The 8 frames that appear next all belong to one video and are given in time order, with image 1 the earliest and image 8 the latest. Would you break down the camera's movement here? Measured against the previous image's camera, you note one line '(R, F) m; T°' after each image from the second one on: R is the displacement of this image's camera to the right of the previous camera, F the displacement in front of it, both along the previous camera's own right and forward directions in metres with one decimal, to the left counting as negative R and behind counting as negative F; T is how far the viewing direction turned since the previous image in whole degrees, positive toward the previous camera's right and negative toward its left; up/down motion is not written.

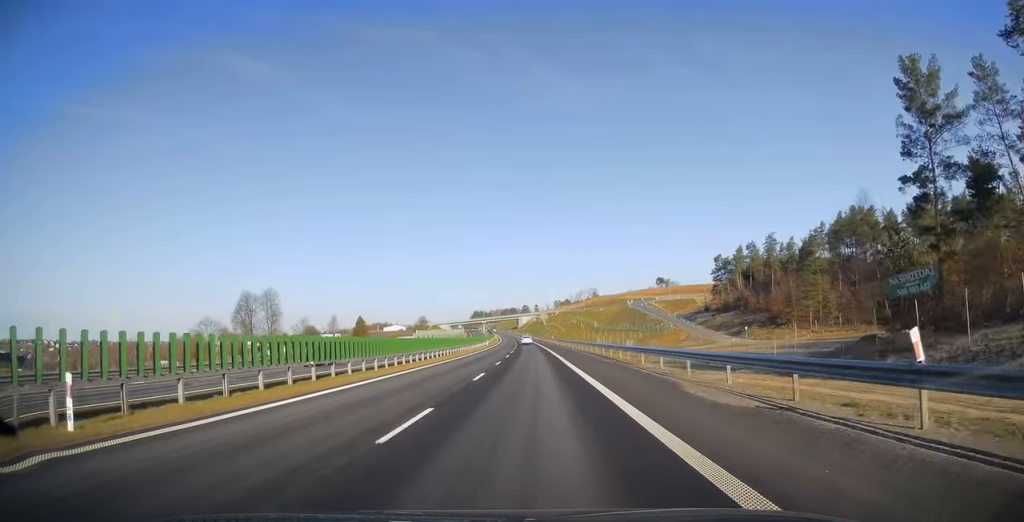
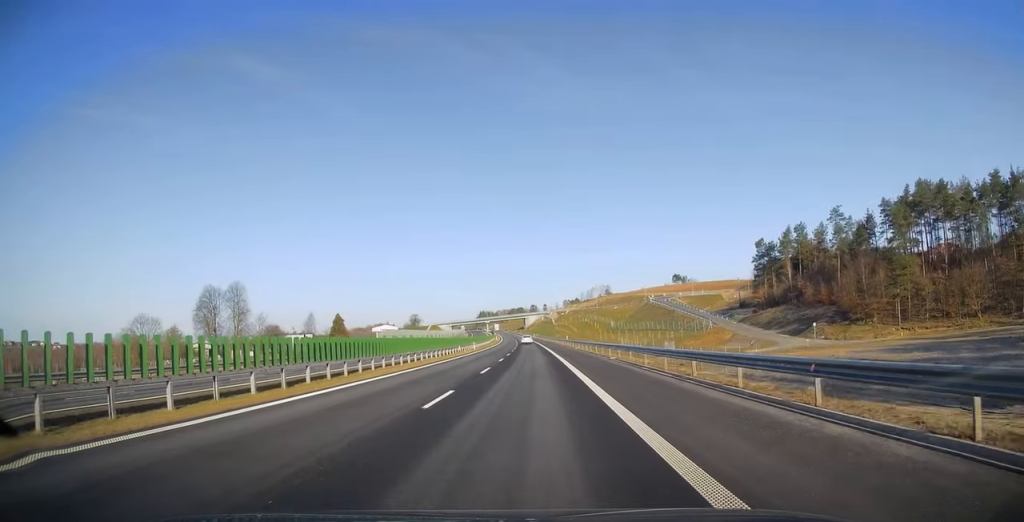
(-0.3, +31.8) m; -1°
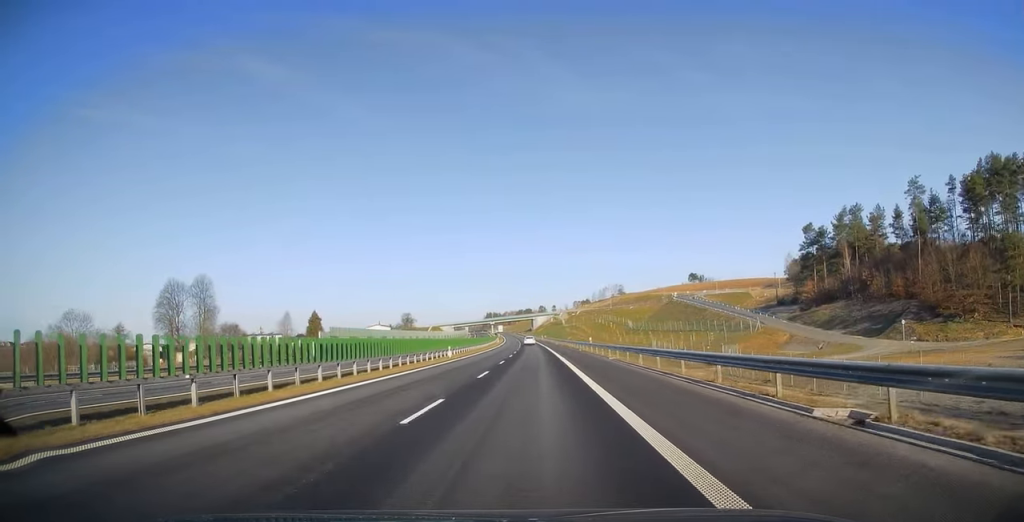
(-0.1, +26.0) m; -1°
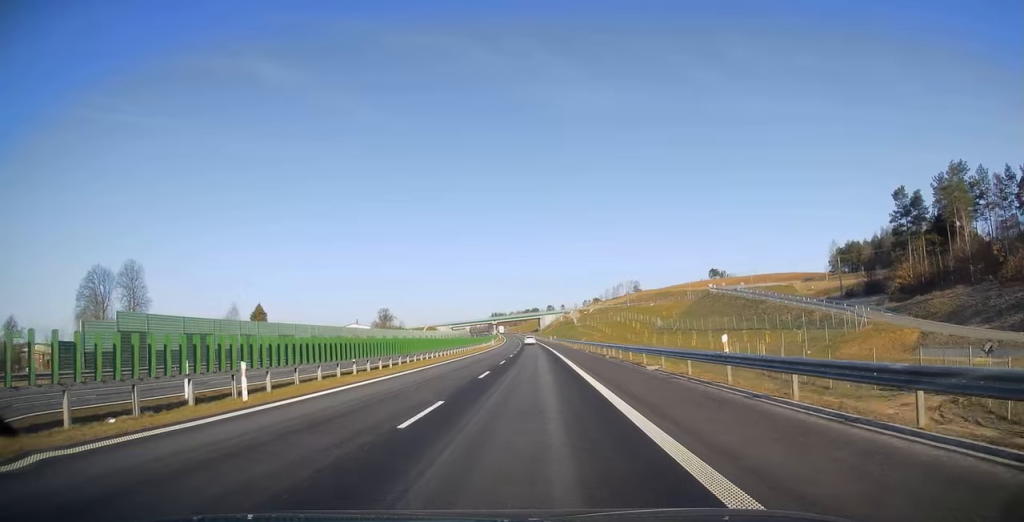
(-0.4, +36.4) m; -1°
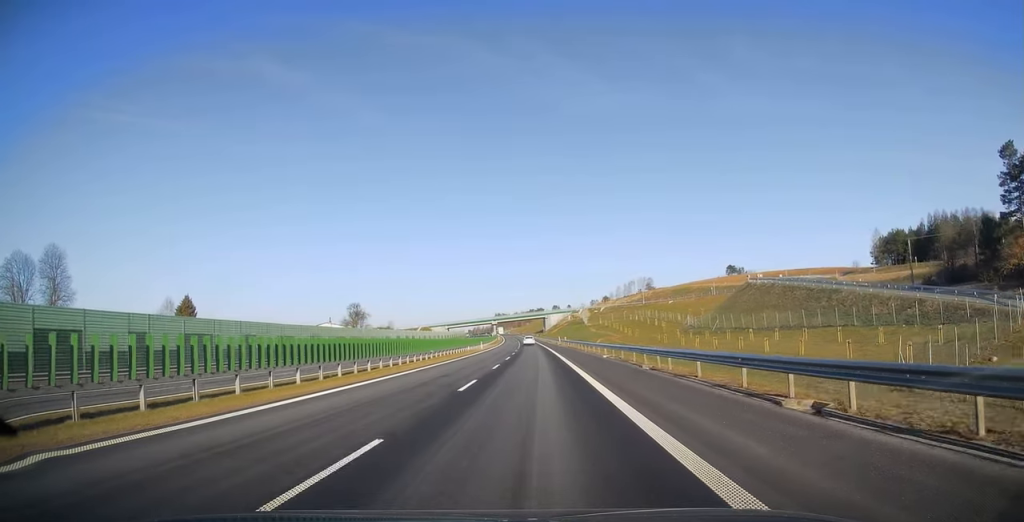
(0.0, +29.1) m; -1°
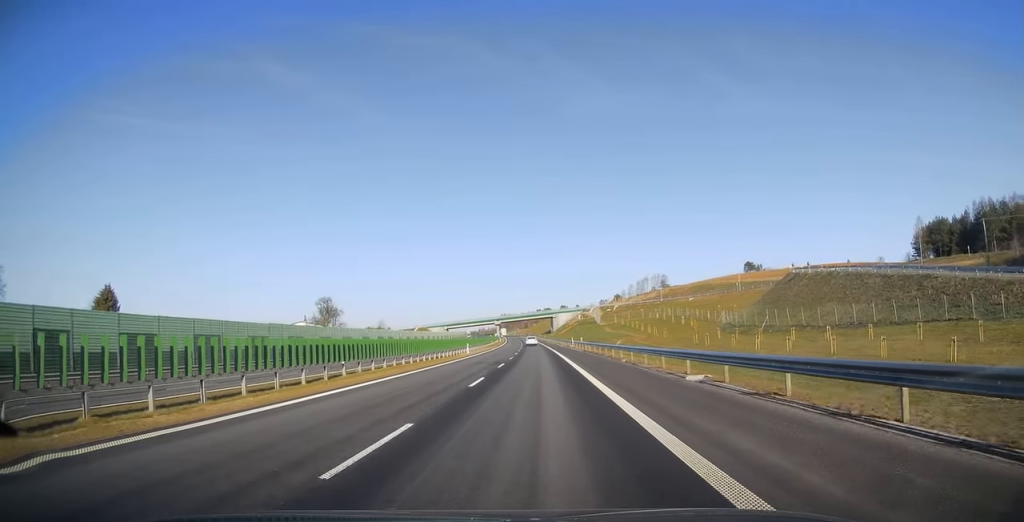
(-0.2, +22.2) m; -1°
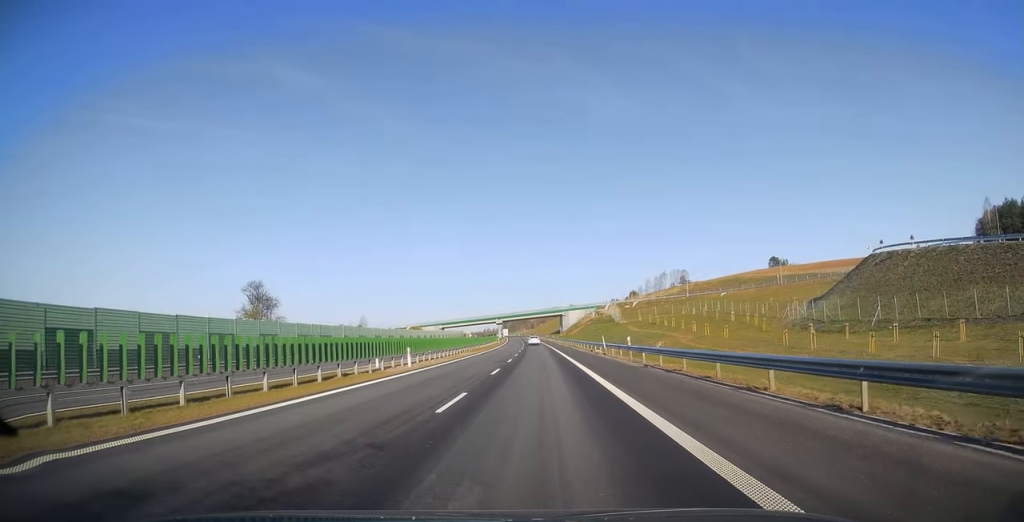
(-0.2, +30.4) m; 0°
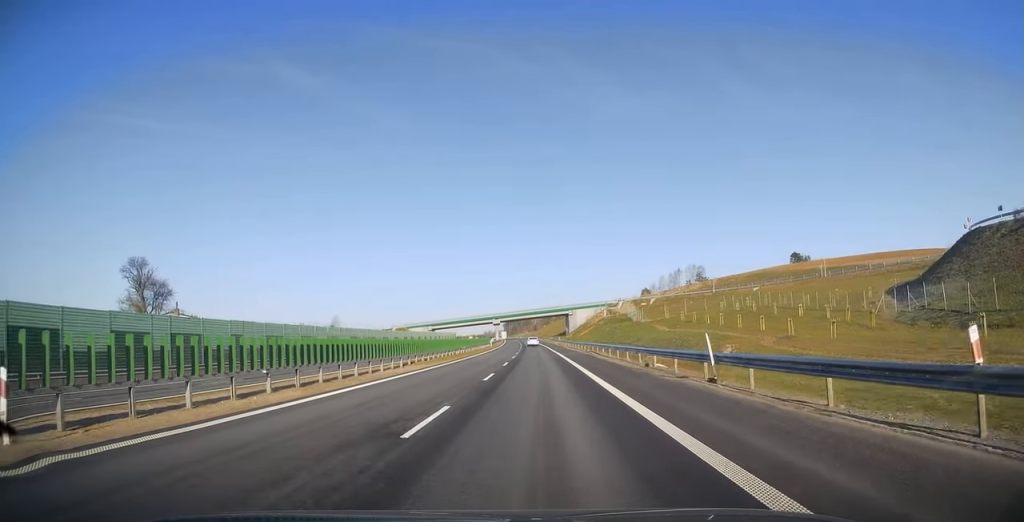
(0.0, +26.7) m; 0°
